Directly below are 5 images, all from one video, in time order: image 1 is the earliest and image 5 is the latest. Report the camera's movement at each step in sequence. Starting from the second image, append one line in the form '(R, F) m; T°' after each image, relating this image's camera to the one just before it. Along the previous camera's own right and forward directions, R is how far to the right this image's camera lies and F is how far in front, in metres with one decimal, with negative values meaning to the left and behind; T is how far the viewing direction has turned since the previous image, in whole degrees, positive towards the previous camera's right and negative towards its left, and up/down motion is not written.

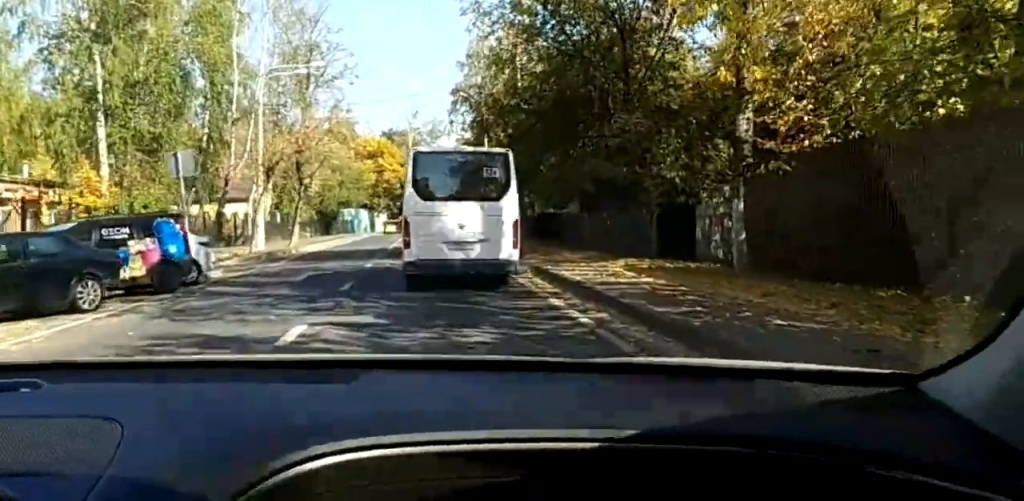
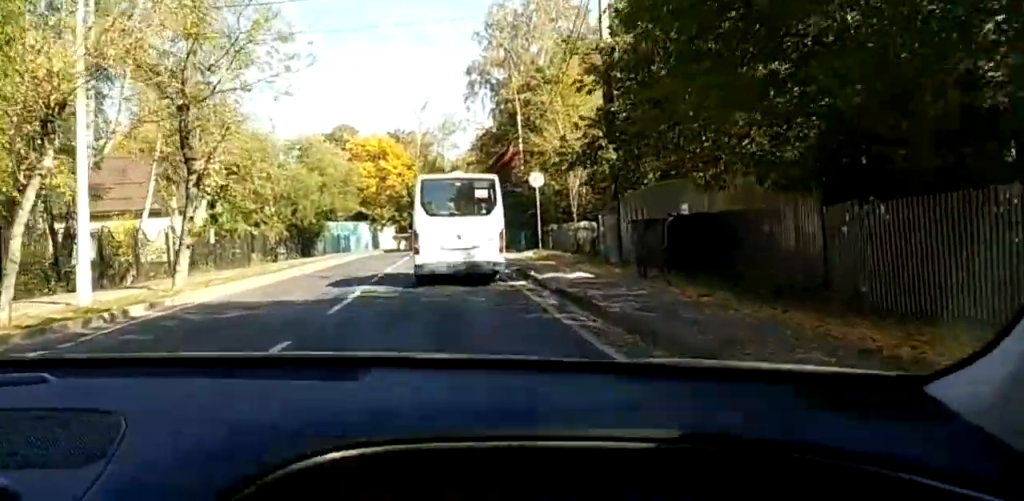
(-0.3, +23.8) m; -1°
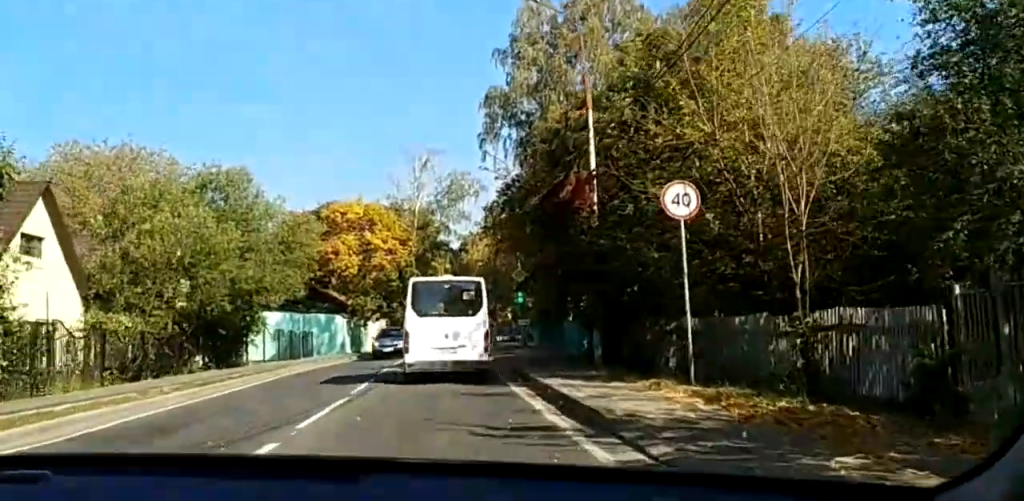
(+0.1, +29.6) m; -1°
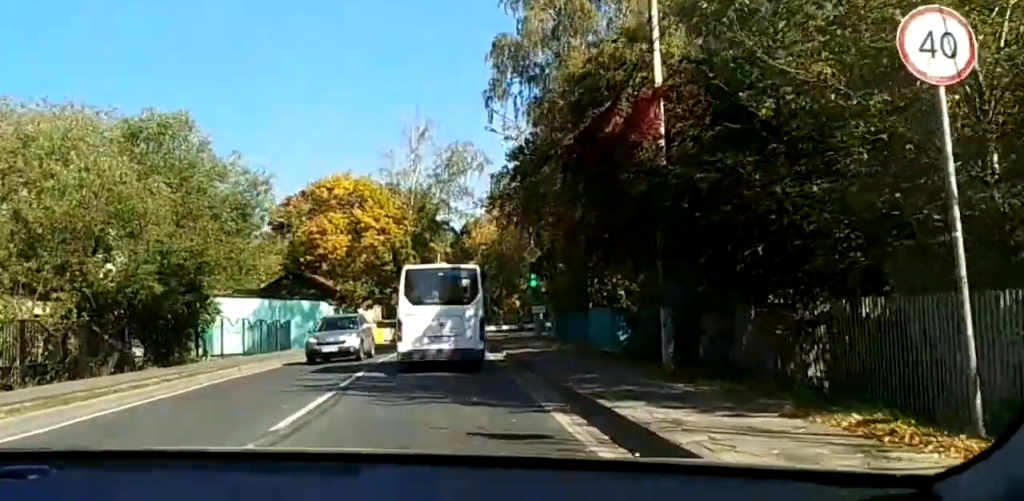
(-0.1, +11.5) m; -1°
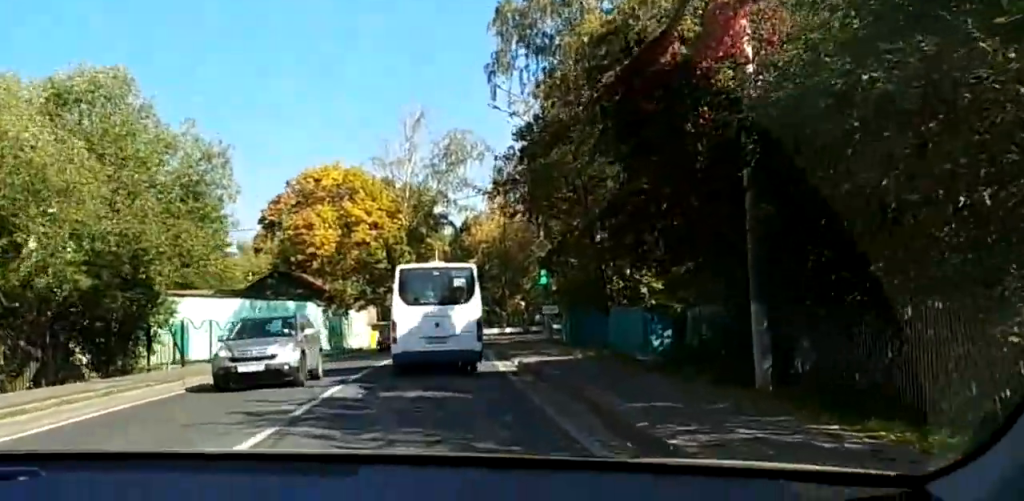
(-0.1, +7.4) m; 0°
